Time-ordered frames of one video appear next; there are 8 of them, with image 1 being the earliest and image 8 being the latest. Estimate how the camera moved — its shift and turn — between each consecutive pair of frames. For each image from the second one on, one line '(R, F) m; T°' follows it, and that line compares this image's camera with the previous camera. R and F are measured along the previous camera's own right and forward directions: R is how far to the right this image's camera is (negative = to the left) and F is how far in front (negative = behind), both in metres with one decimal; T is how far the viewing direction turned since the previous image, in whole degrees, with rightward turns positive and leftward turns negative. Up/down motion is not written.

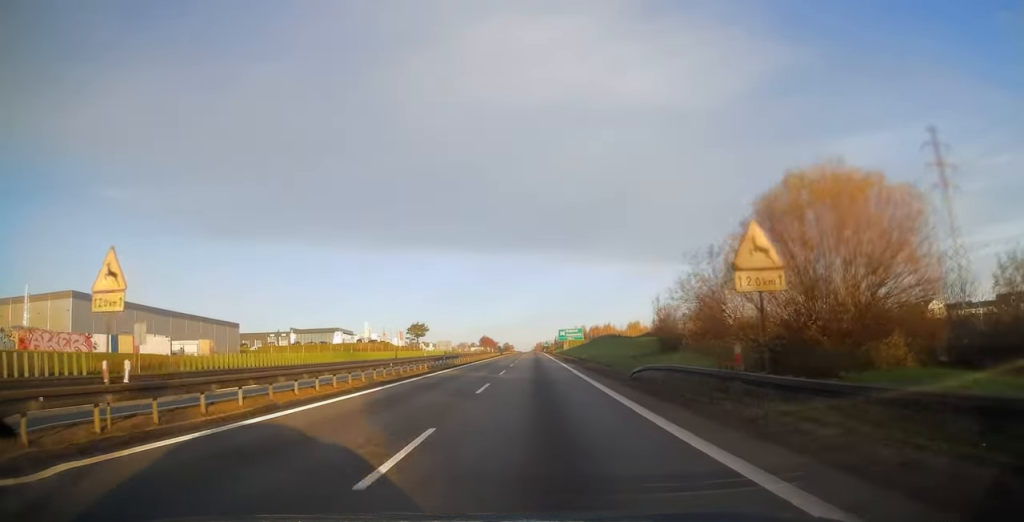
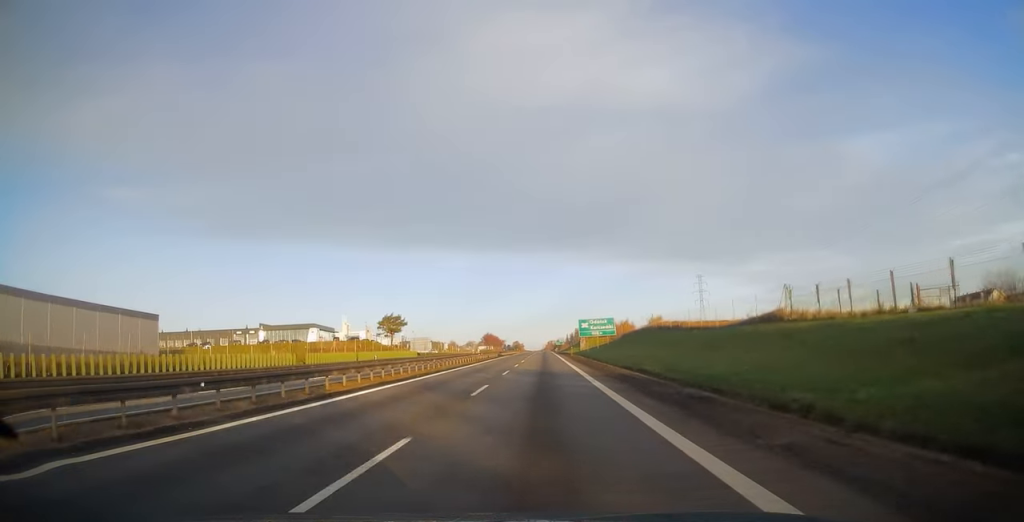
(-0.5, +37.1) m; -1°
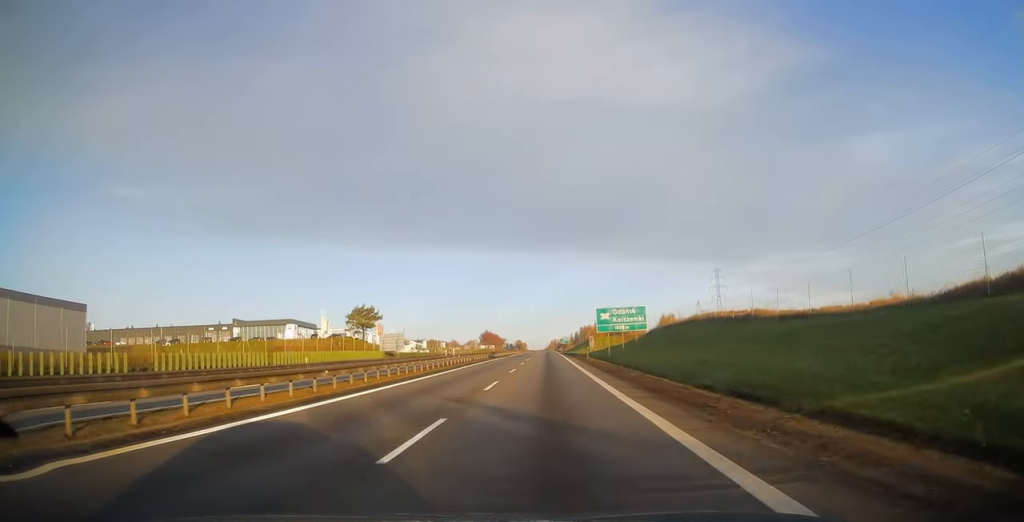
(+0.1, +21.7) m; 0°
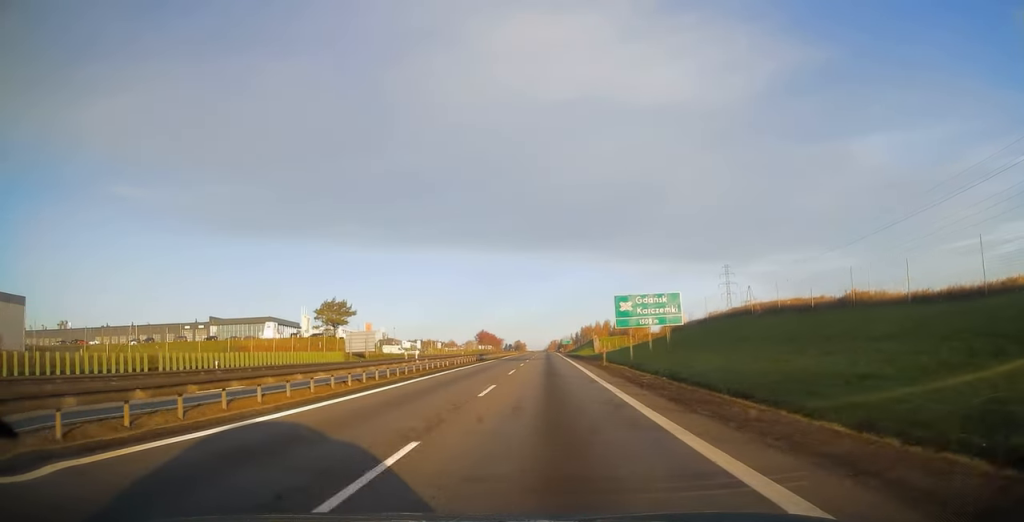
(+0.1, +14.3) m; 0°
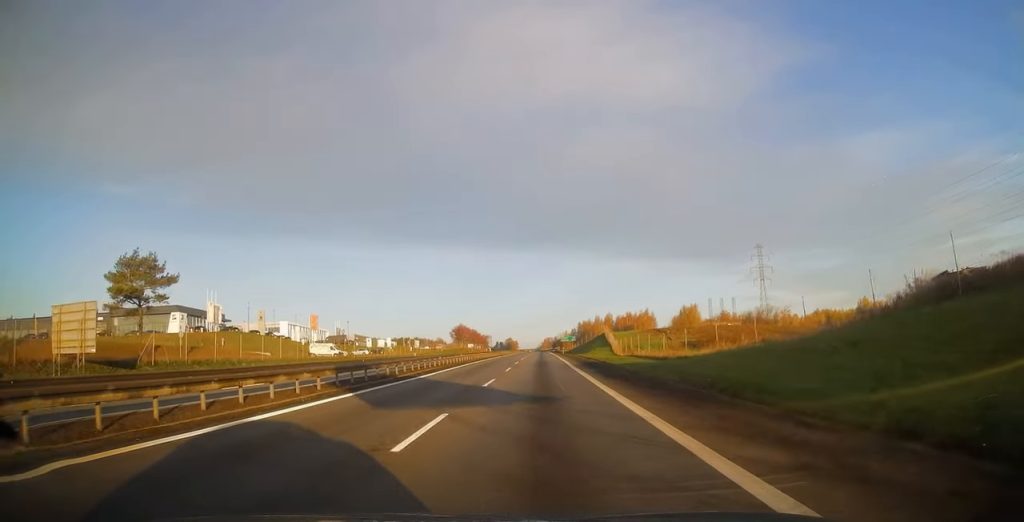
(-0.1, +44.6) m; 0°
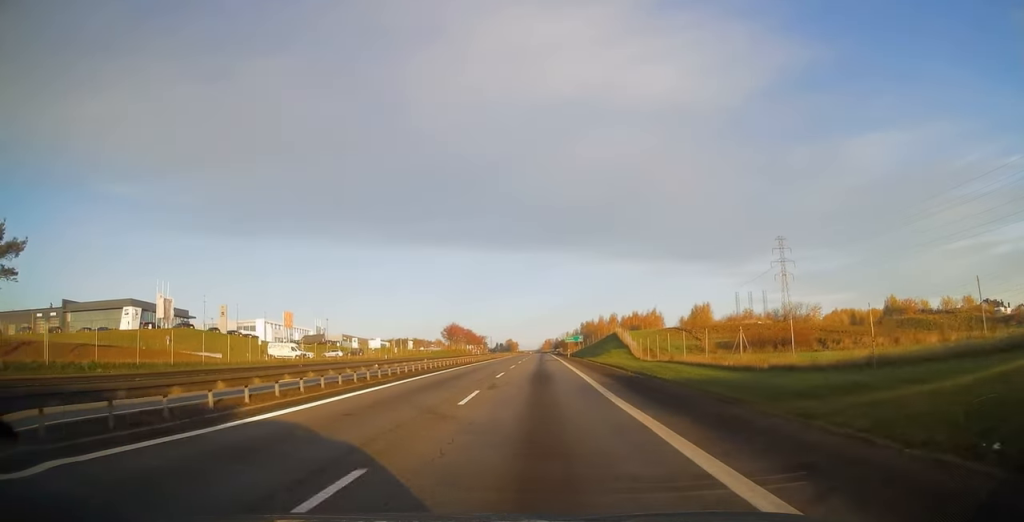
(+0.2, +17.5) m; 0°
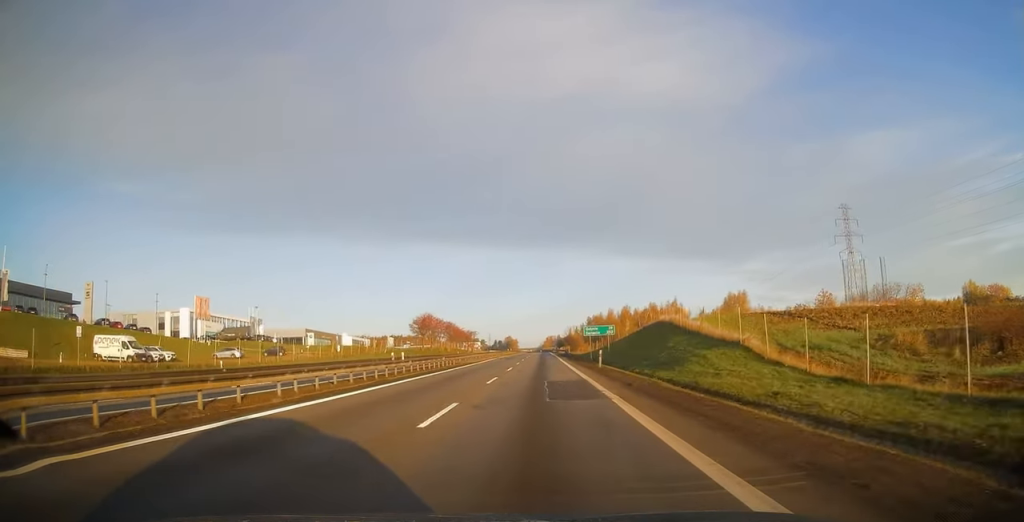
(-0.2, +40.3) m; 0°
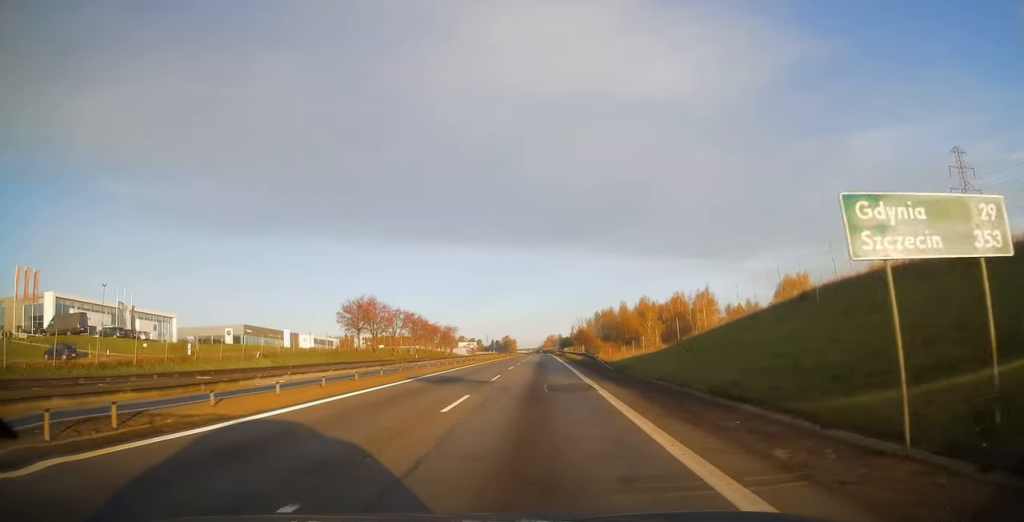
(0.0, +45.1) m; 0°
